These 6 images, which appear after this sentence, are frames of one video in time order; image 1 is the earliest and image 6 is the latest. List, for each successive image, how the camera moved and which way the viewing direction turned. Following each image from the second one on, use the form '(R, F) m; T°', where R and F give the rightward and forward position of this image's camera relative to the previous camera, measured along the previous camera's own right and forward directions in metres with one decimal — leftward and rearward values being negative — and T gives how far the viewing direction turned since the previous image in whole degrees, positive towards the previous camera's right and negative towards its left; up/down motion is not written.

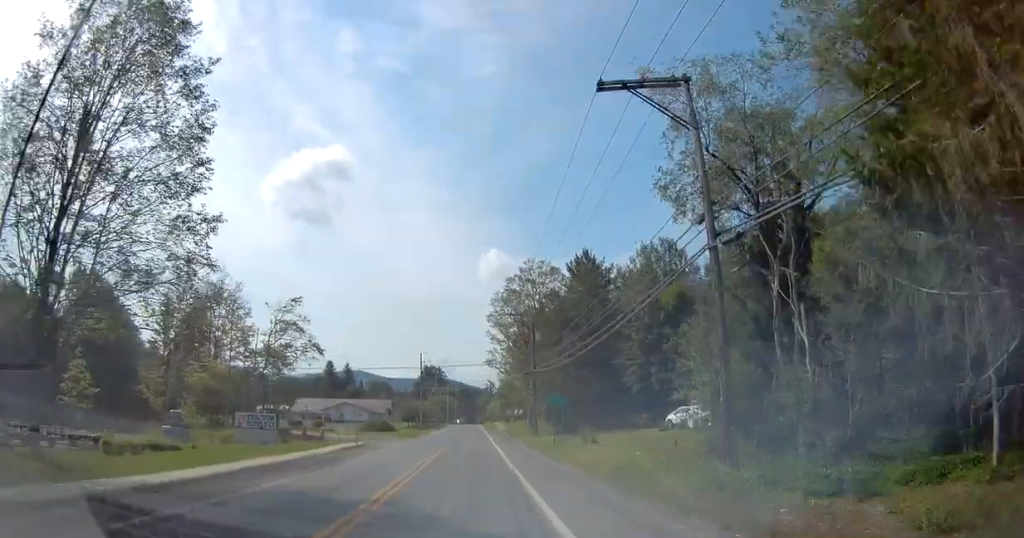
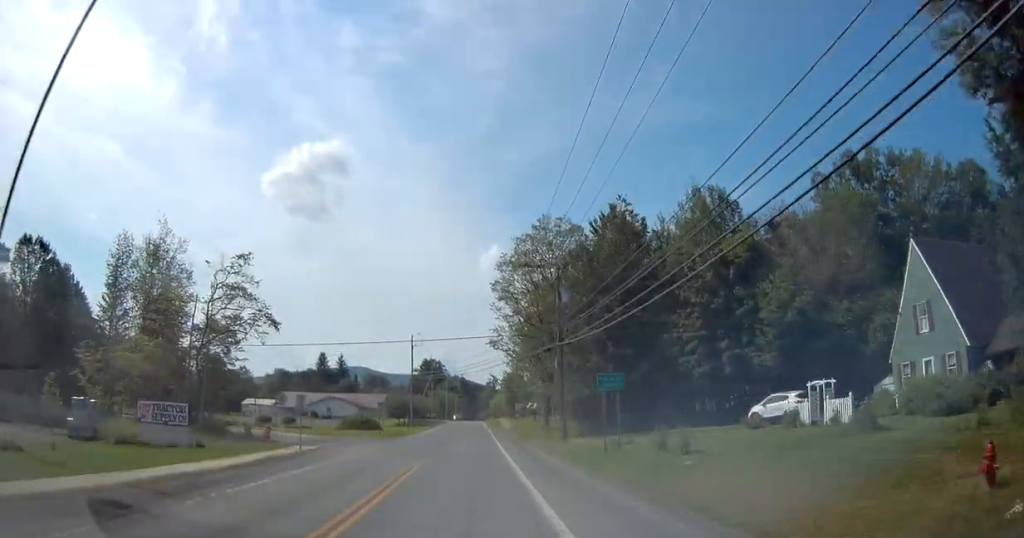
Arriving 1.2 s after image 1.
(0.0, +14.9) m; +1°
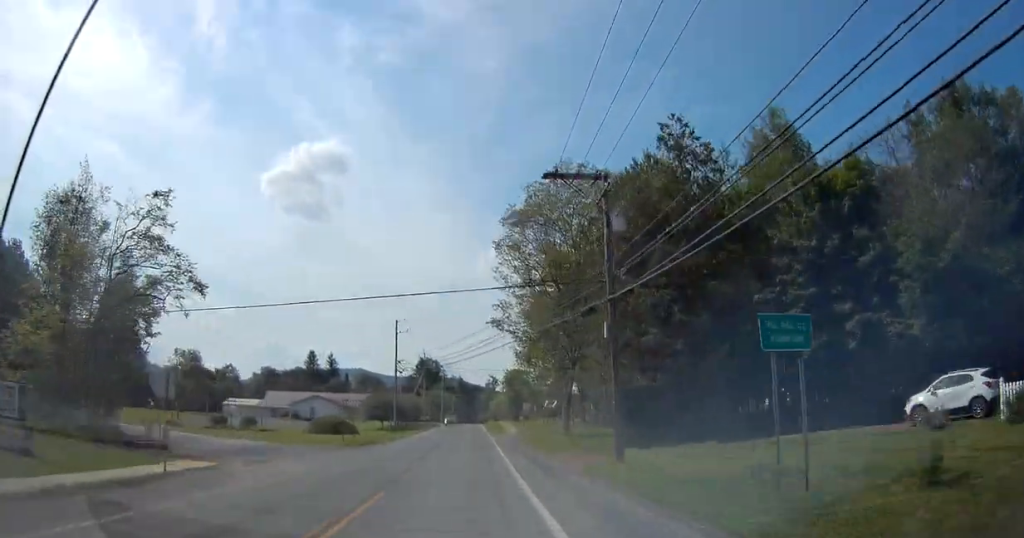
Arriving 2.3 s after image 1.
(+0.2, +13.9) m; 0°
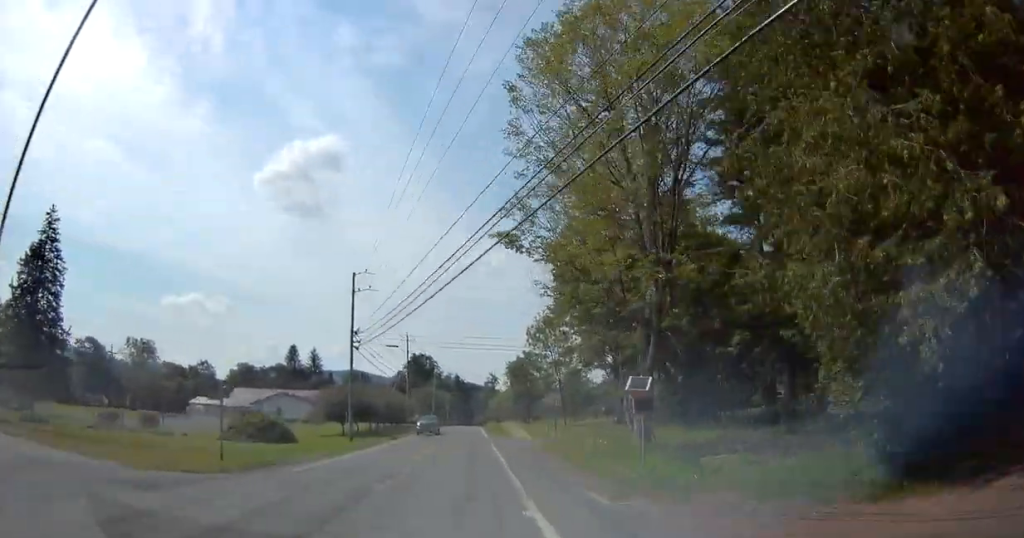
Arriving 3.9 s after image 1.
(-0.4, +21.1) m; -1°
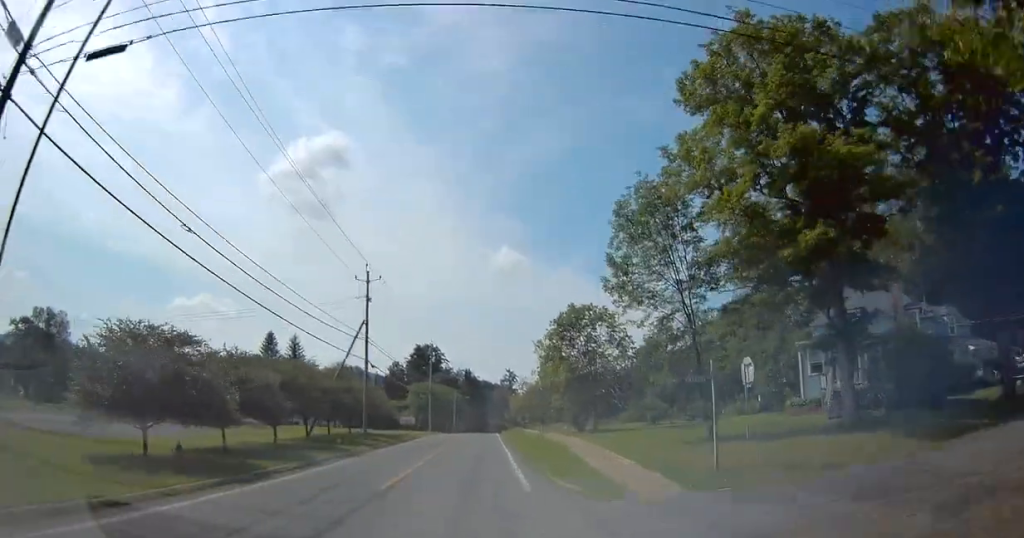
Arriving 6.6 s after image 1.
(-0.2, +33.0) m; -1°
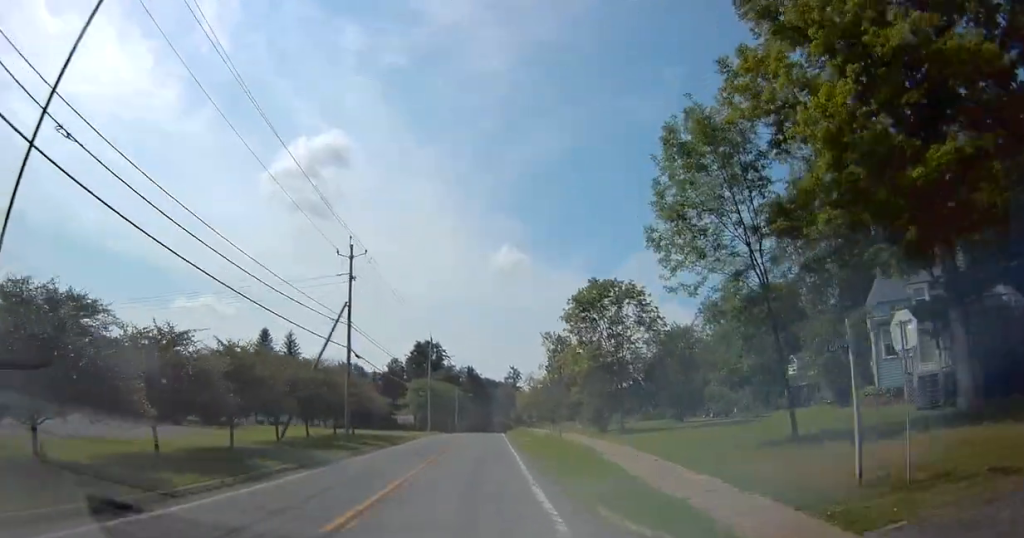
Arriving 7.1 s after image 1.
(-0.1, +5.9) m; 0°
